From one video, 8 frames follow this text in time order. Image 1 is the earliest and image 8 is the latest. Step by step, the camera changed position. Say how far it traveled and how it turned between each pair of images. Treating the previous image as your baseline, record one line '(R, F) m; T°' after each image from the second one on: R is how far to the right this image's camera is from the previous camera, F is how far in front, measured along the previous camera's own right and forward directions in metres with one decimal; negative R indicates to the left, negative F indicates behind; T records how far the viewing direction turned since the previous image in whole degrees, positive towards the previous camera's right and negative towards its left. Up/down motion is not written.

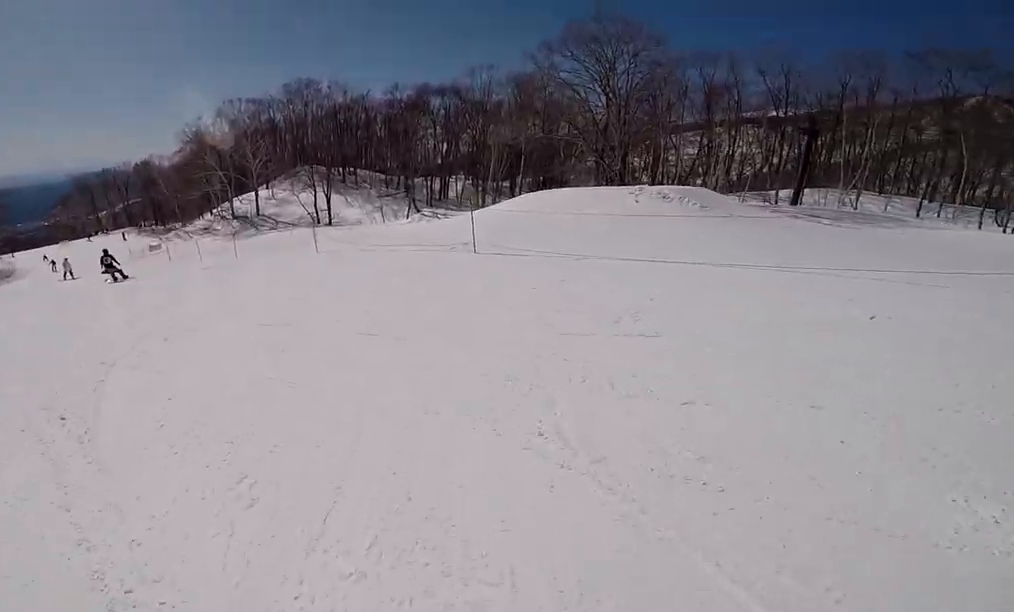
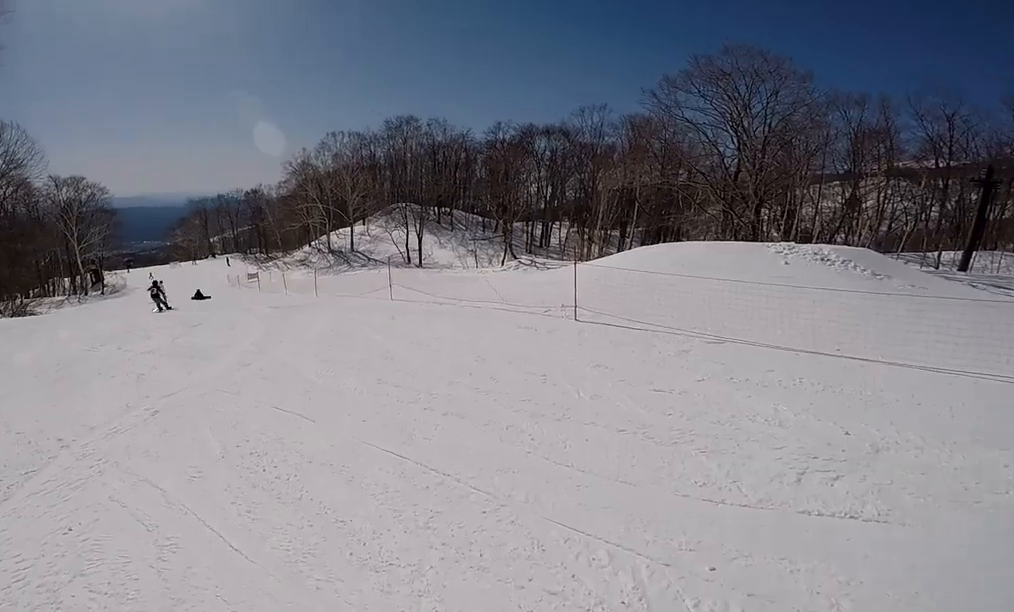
(-0.1, +1.9) m; -14°
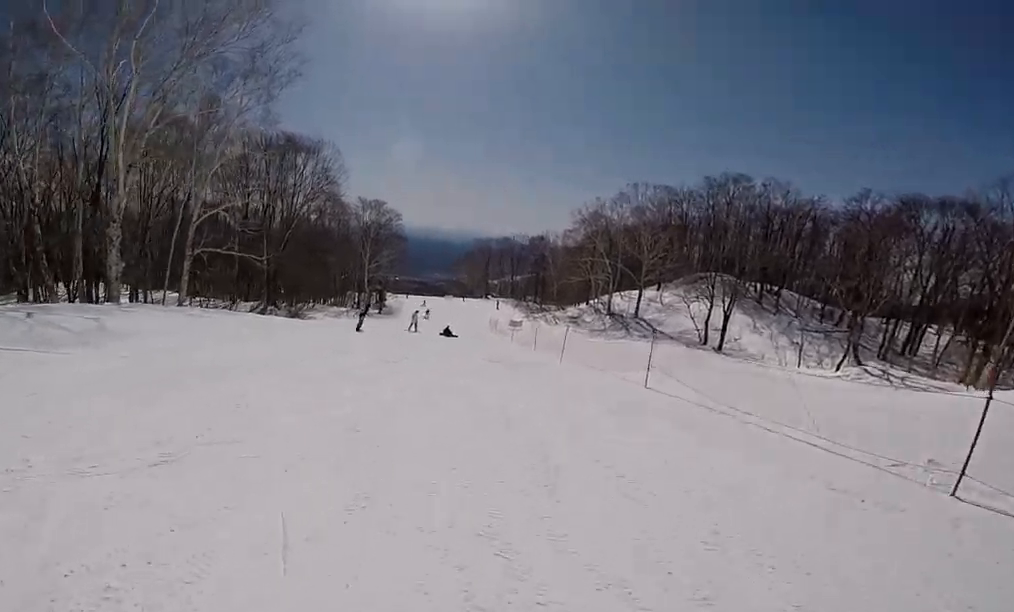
(-0.4, +2.4) m; -17°
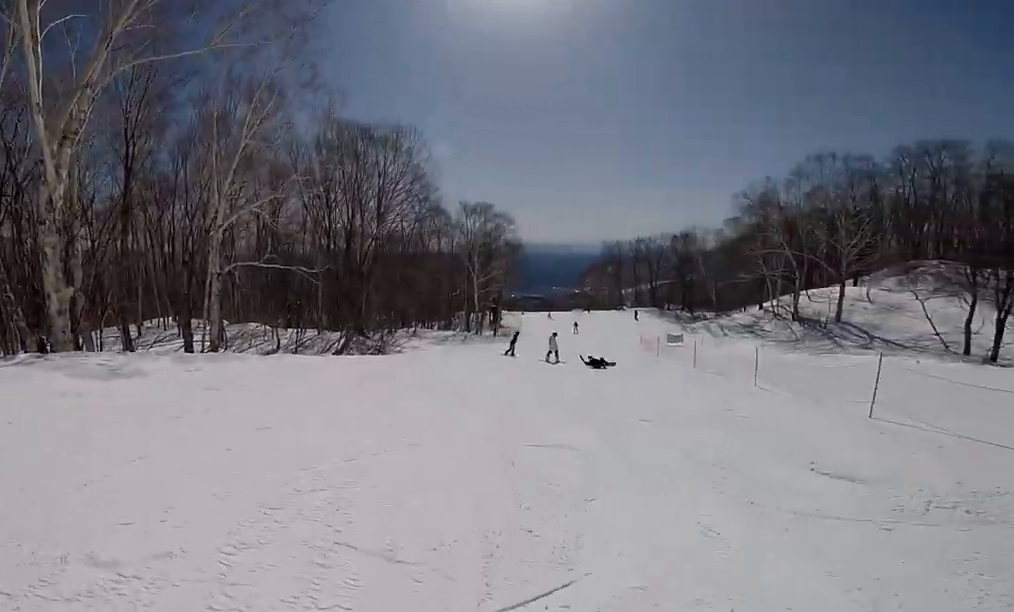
(-3.5, +8.9) m; -19°
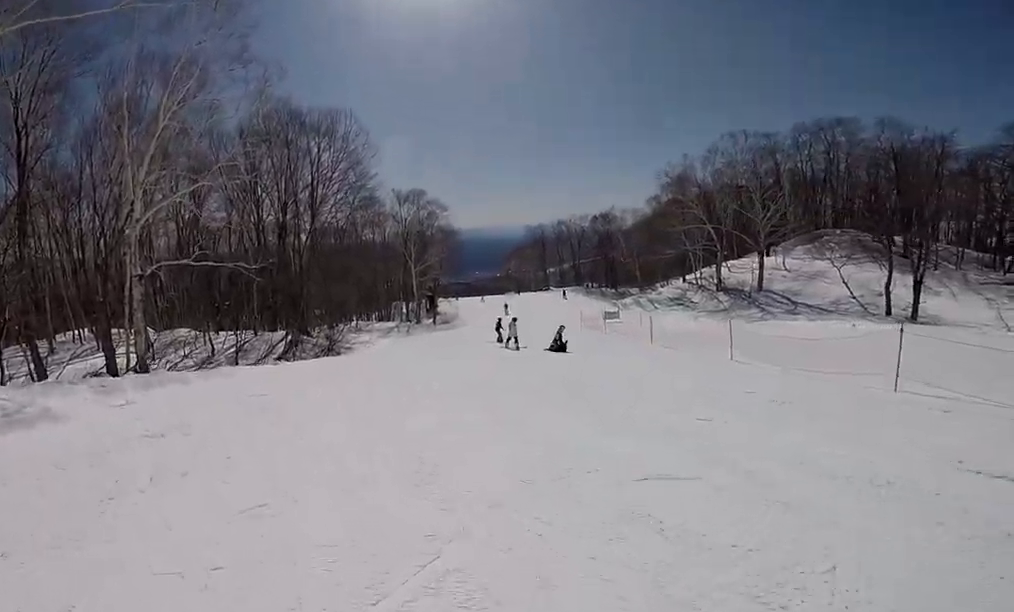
(-0.4, +2.3) m; +9°
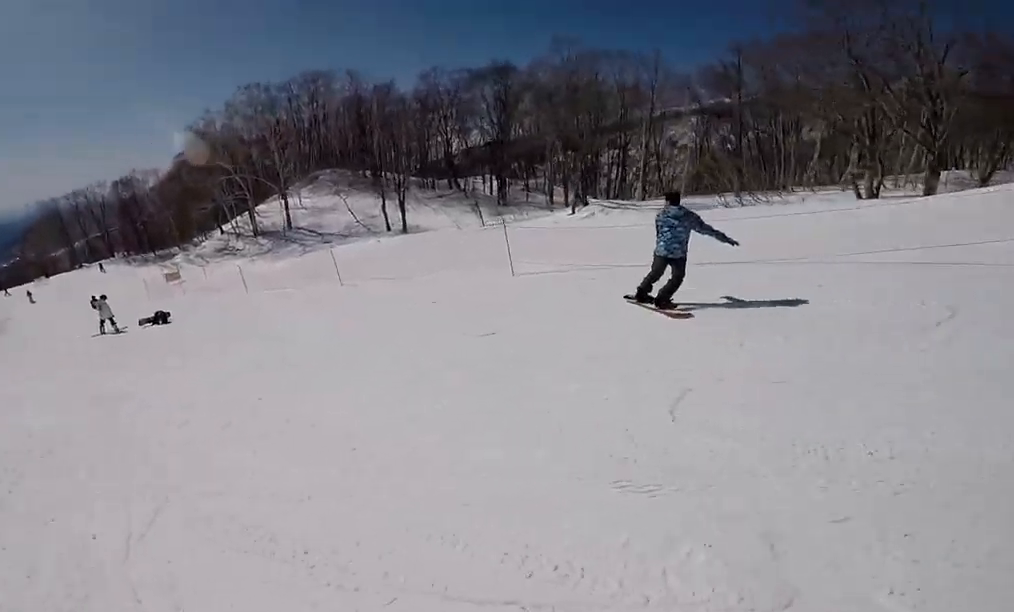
(+1.5, +3.4) m; +29°
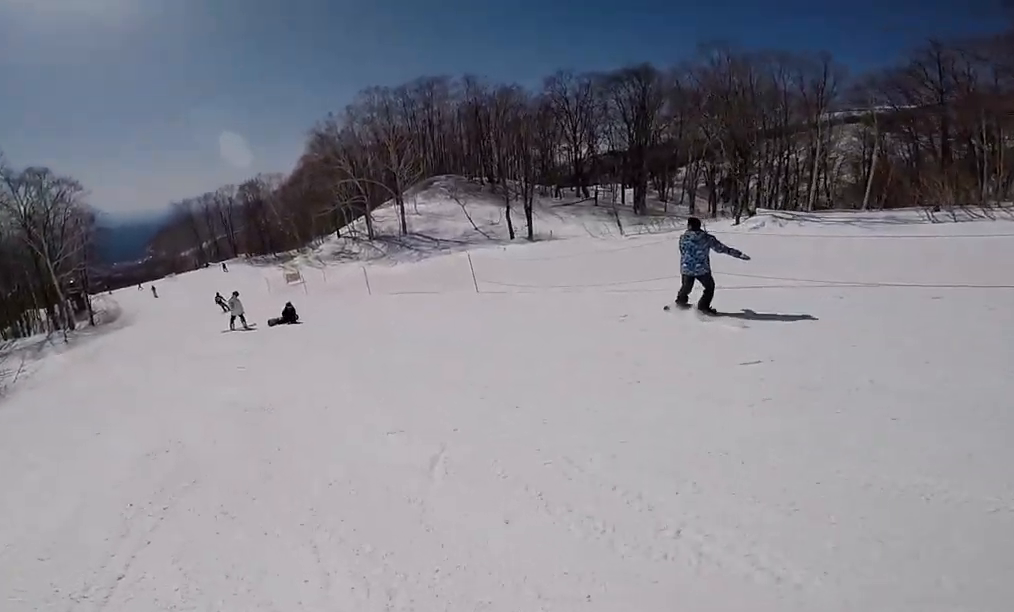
(+0.1, +1.9) m; +1°
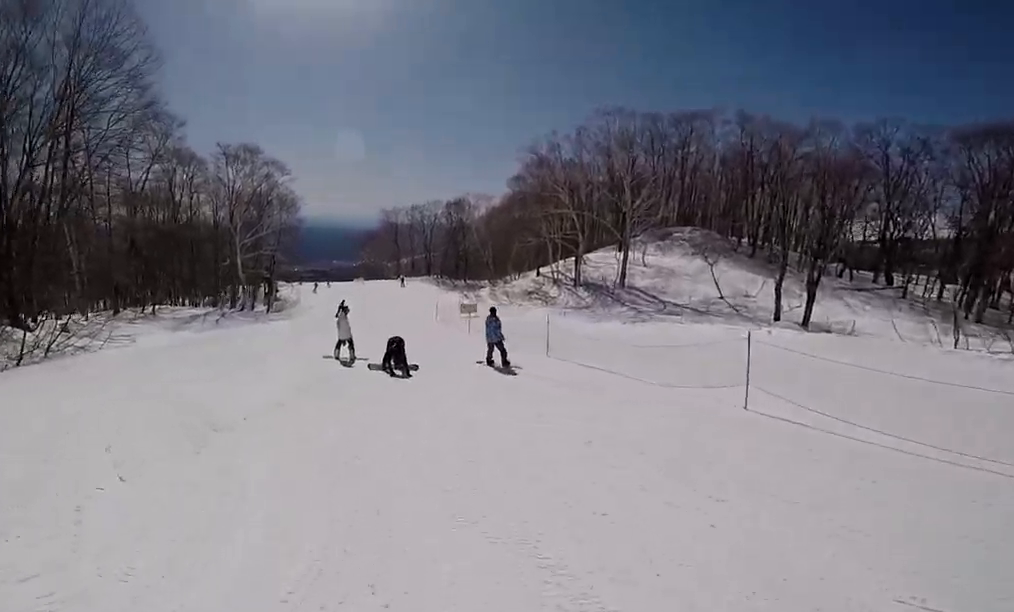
(+0.2, +7.1) m; -29°
